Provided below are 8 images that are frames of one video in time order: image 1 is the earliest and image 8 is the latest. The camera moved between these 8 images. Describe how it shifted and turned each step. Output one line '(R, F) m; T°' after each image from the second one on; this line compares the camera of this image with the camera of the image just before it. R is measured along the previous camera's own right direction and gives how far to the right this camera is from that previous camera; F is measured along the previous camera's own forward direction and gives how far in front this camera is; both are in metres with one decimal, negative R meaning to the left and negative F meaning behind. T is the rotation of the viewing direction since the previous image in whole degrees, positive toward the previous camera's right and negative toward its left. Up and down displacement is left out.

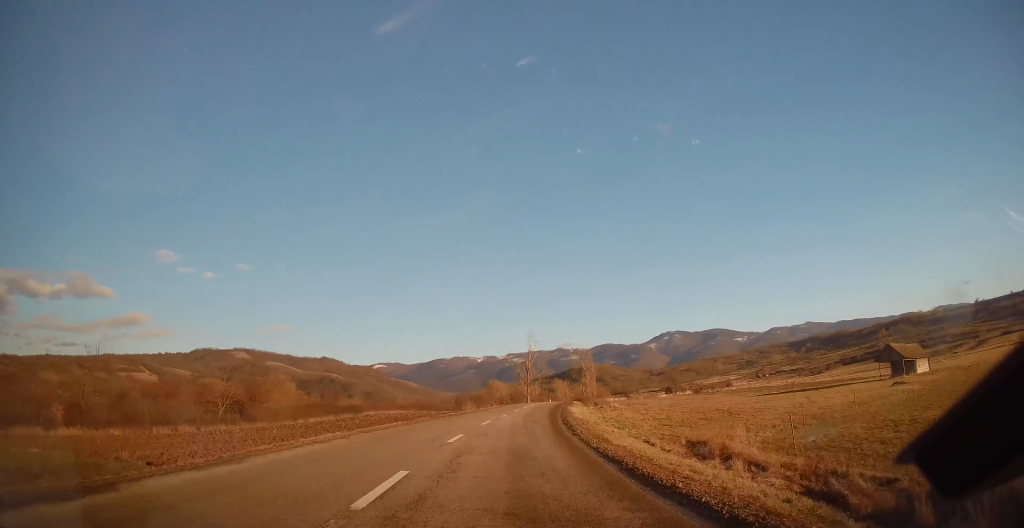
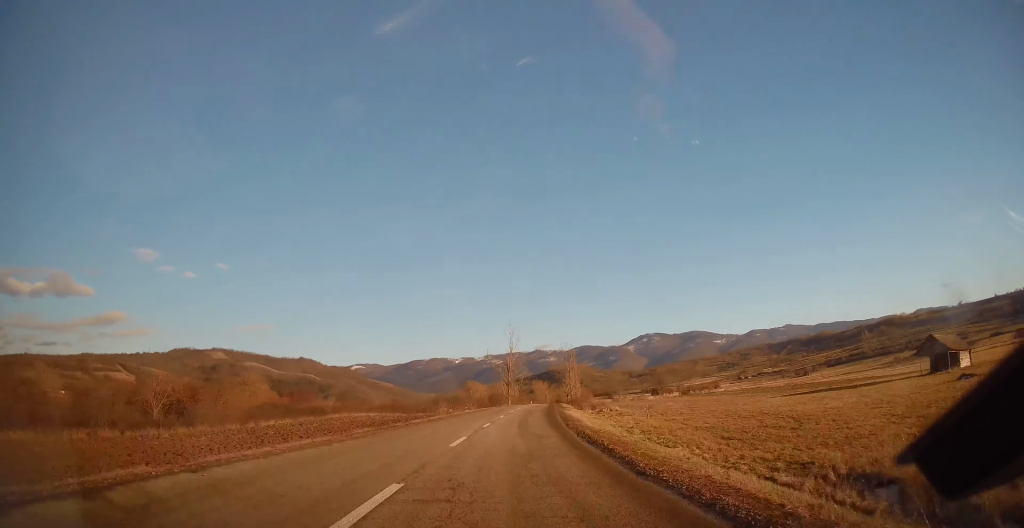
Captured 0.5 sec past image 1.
(+0.5, +9.9) m; +3°
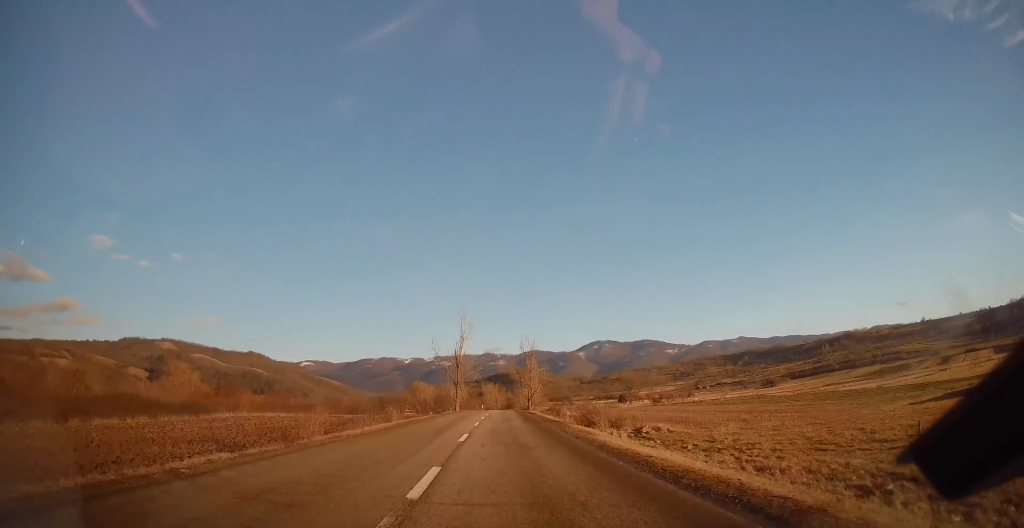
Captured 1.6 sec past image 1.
(+1.5, +24.8) m; +5°
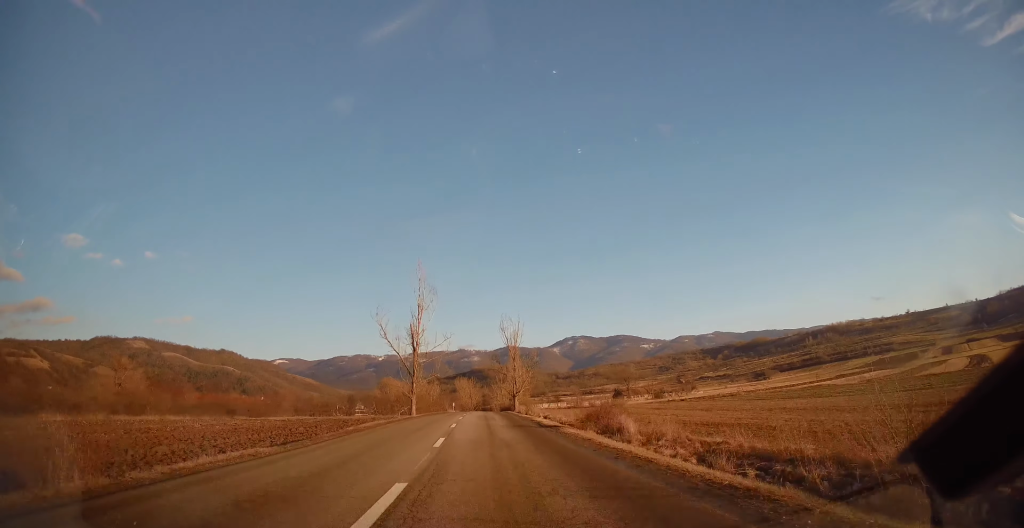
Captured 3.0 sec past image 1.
(+0.4, +28.4) m; +1°
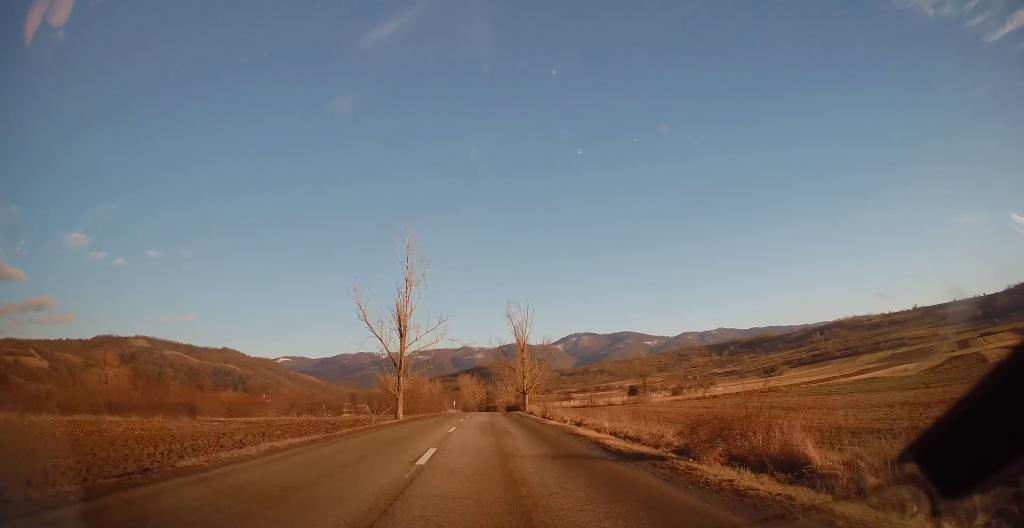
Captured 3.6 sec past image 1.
(+0.1, +12.6) m; -1°
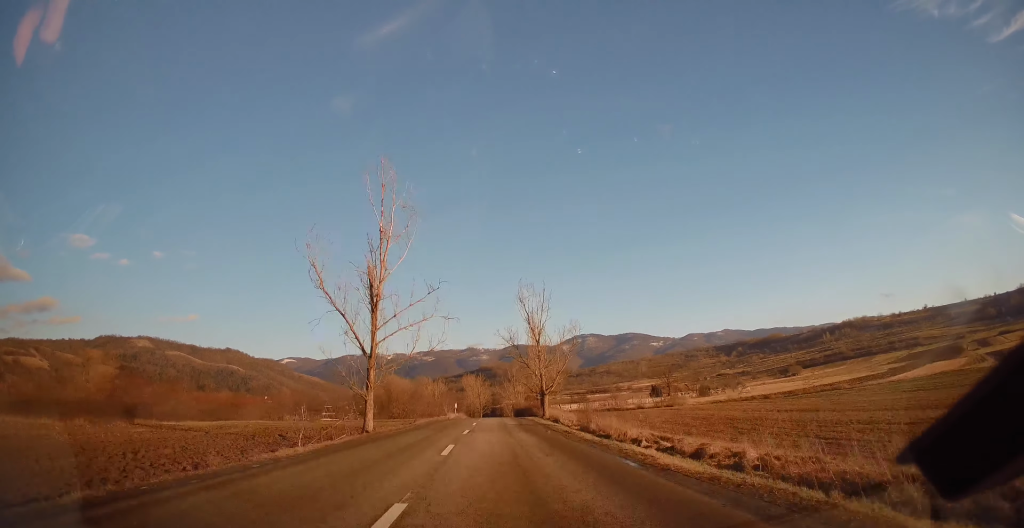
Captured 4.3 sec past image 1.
(-0.1, +15.3) m; 0°
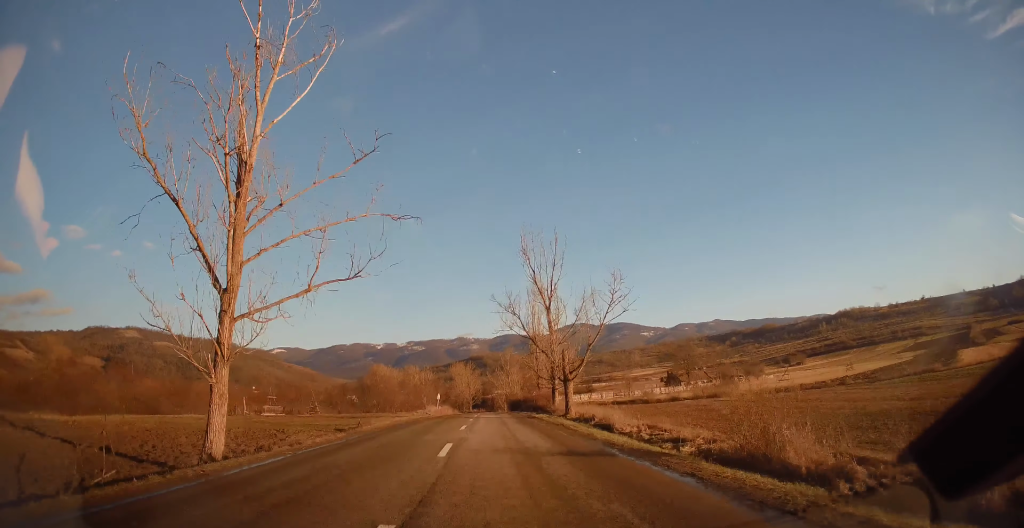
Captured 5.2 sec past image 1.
(-0.1, +19.2) m; +1°
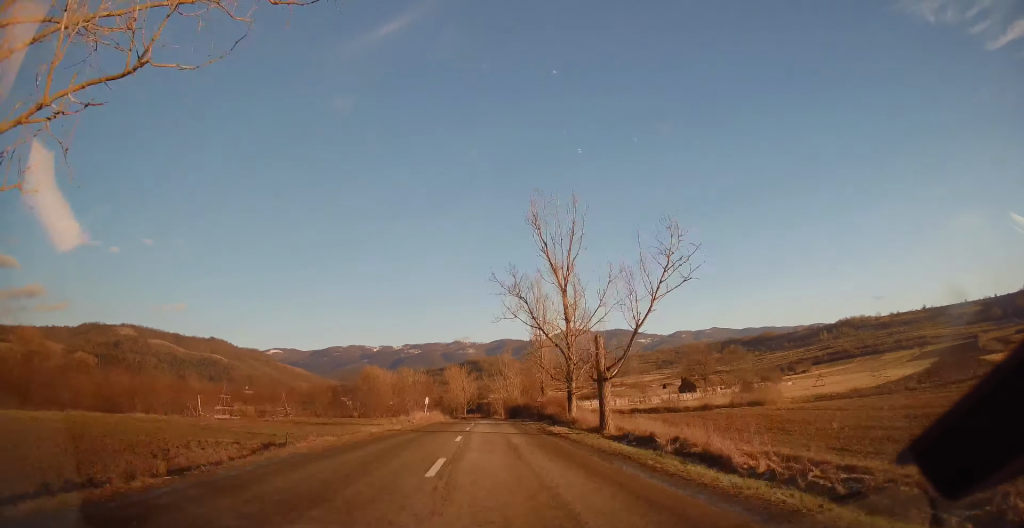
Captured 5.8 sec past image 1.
(+0.1, +10.9) m; +1°
